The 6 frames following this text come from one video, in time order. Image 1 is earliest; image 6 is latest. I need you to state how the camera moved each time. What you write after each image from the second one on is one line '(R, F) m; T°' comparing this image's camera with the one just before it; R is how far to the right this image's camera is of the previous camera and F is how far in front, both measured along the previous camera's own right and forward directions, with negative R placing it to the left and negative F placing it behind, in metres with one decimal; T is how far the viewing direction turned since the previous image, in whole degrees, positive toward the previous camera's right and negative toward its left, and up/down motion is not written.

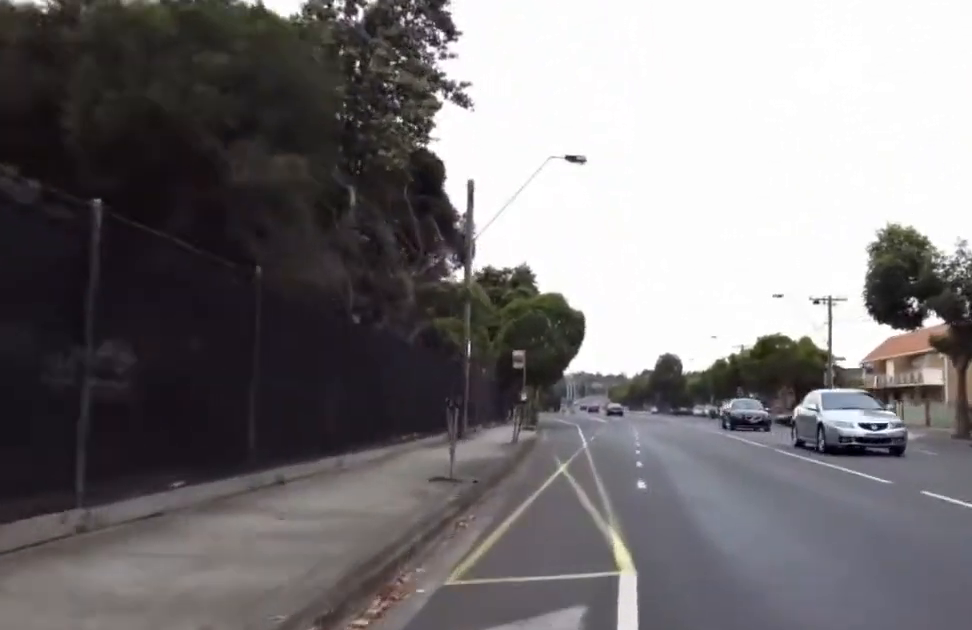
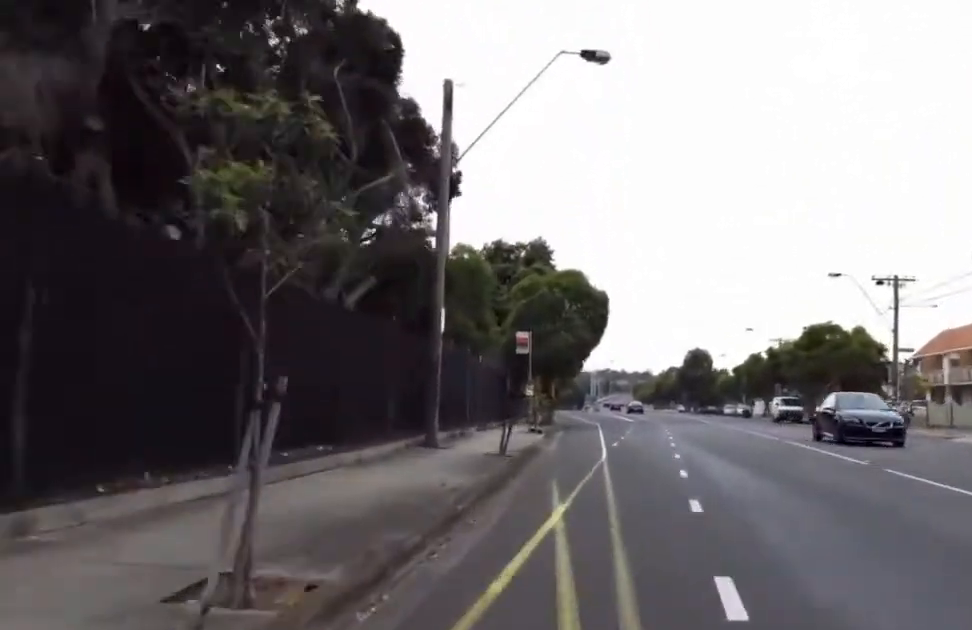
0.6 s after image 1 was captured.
(-0.4, +5.9) m; -4°
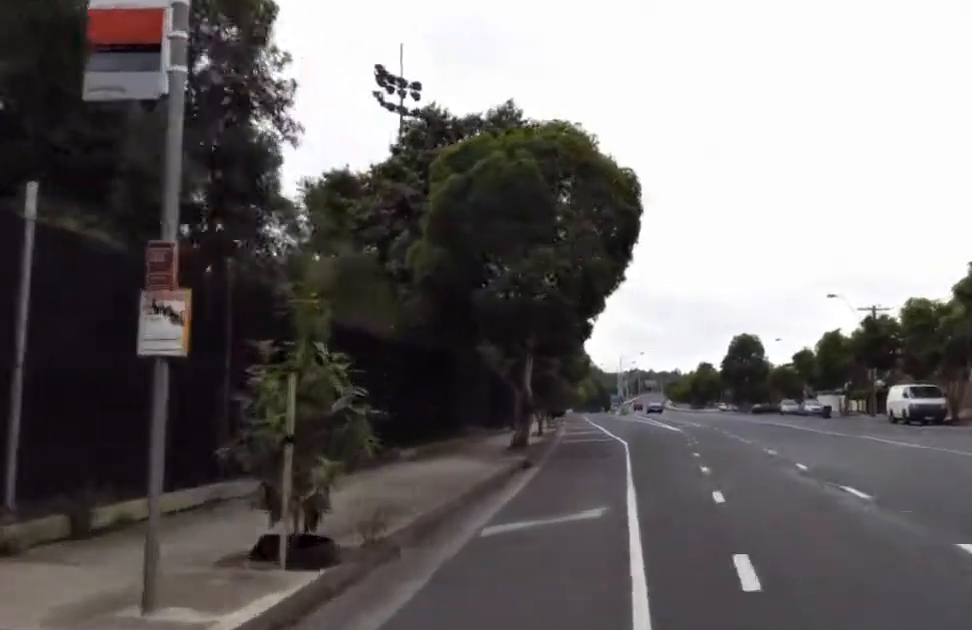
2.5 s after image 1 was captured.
(-1.7, +18.7) m; -5°
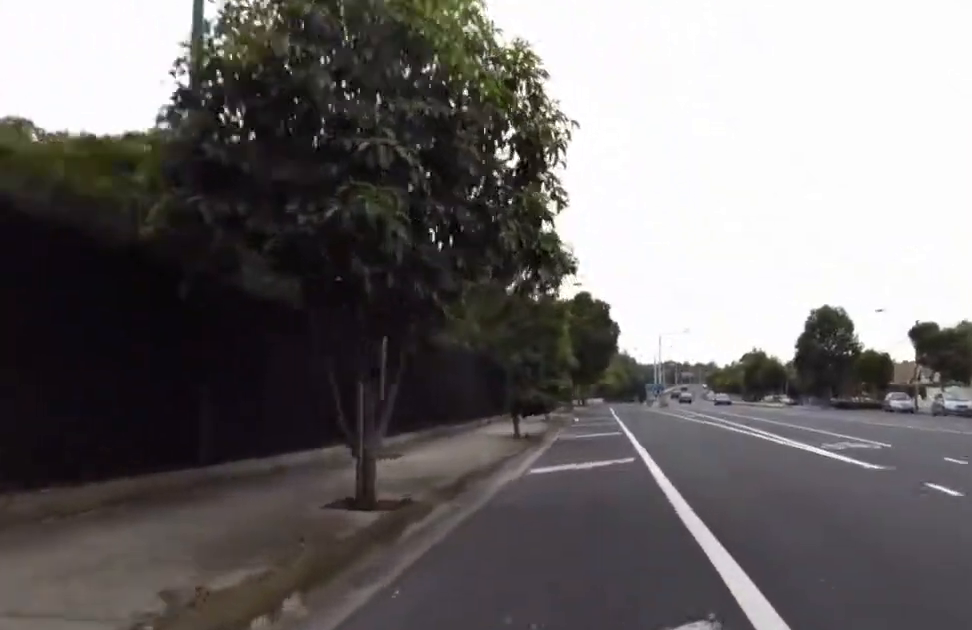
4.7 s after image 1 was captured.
(0.0, +22.4) m; 0°
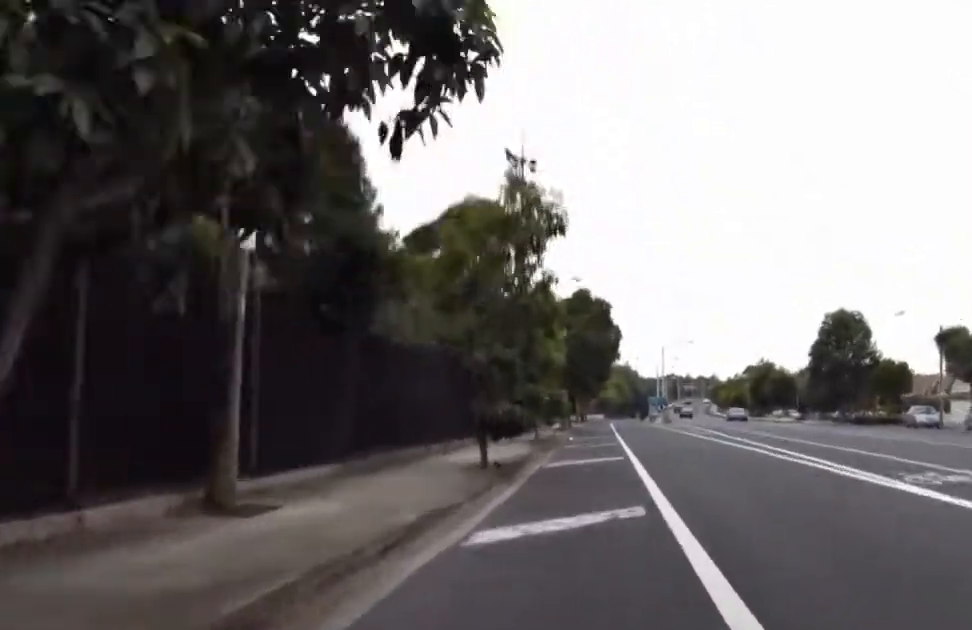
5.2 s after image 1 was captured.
(0.0, +4.4) m; 0°
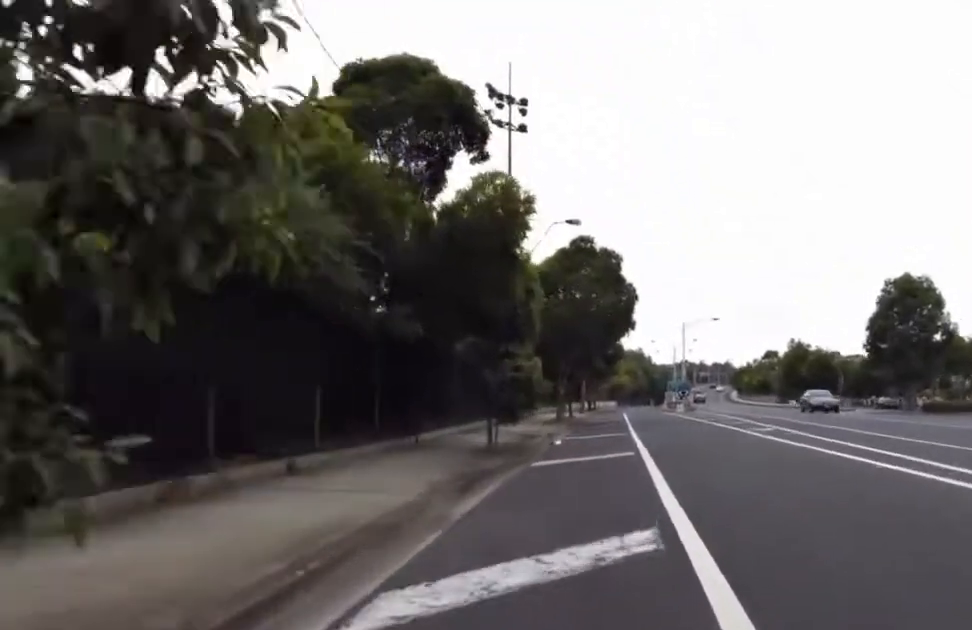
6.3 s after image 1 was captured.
(0.0, +11.2) m; 0°
